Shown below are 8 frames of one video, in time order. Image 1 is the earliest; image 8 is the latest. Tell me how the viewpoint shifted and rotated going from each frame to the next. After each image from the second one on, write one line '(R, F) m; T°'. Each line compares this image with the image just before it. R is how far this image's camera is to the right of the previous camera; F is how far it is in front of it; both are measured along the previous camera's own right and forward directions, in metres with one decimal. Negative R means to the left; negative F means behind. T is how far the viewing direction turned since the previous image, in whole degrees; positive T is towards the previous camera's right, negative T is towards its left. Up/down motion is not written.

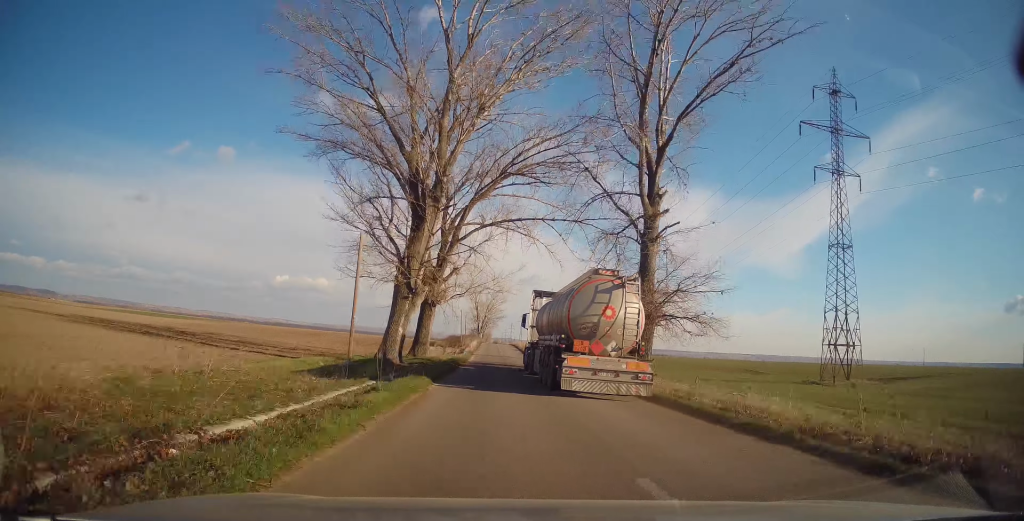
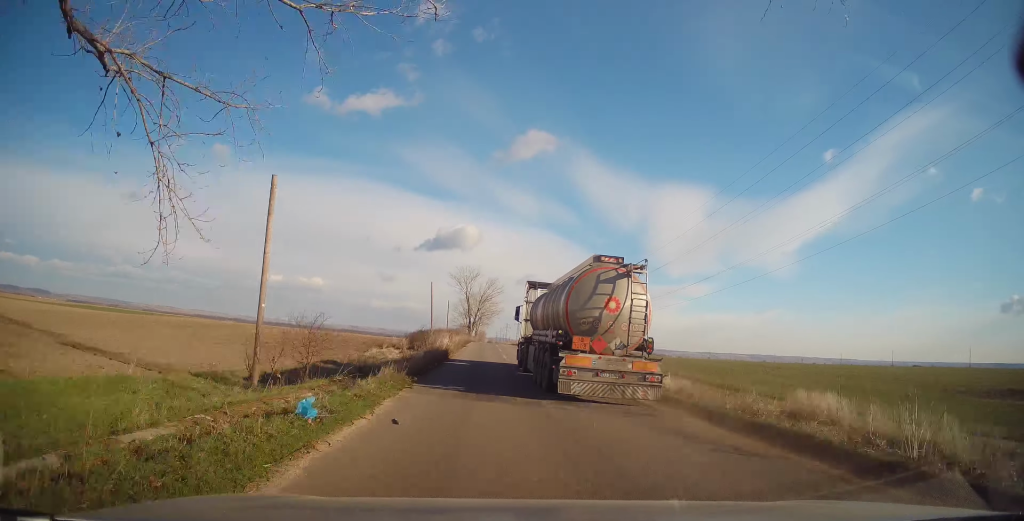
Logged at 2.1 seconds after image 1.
(+0.5, +40.9) m; 0°
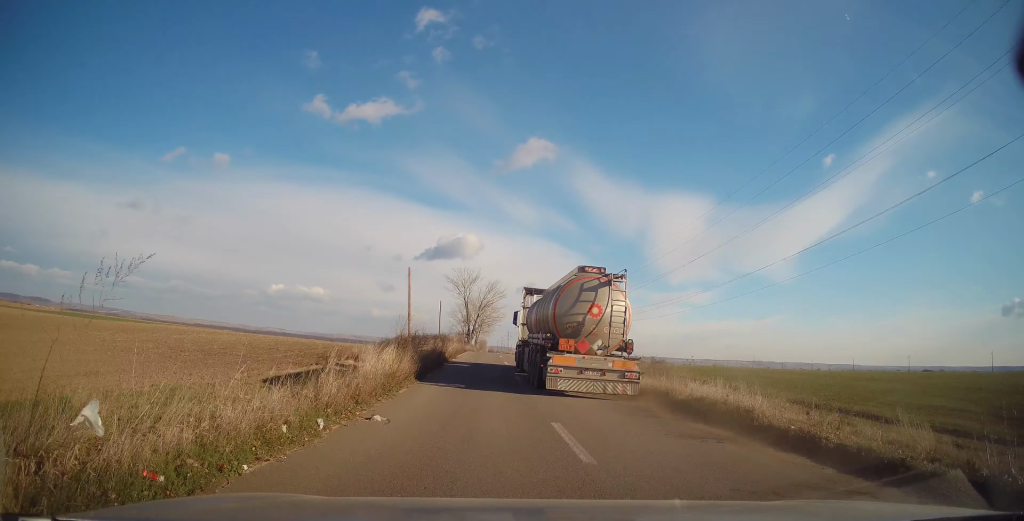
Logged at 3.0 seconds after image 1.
(0.0, +15.4) m; 0°
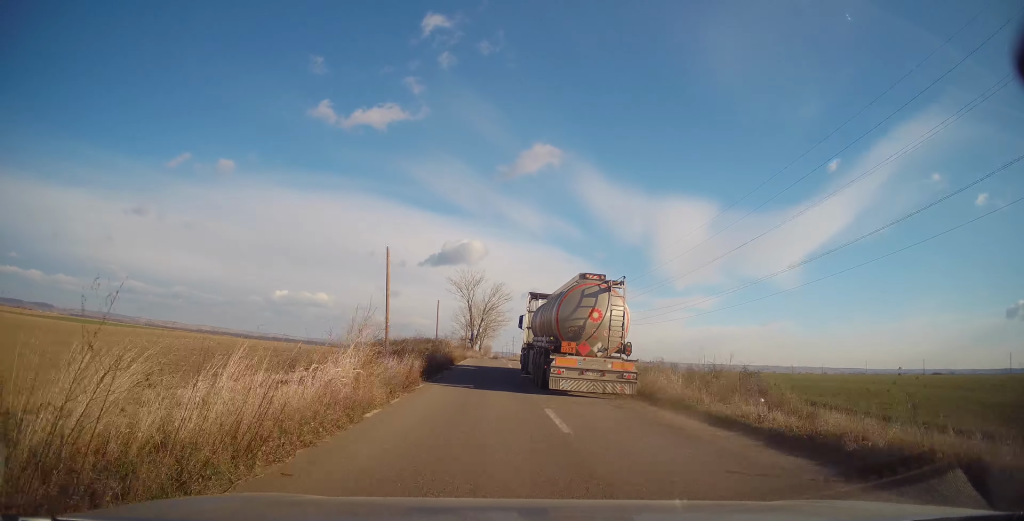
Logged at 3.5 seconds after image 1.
(0.0, +10.1) m; 0°
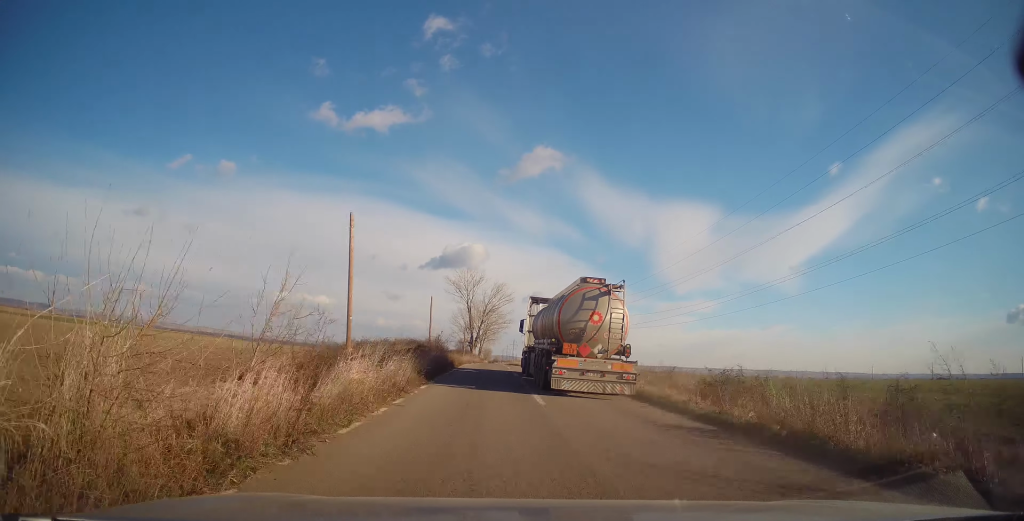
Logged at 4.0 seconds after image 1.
(0.0, +8.2) m; 0°
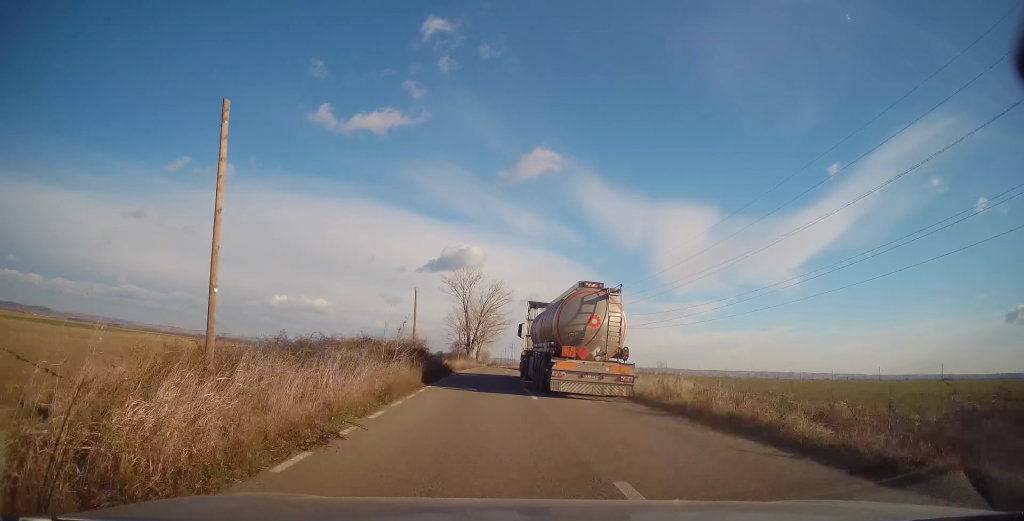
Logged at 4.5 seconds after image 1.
(0.0, +9.7) m; 0°
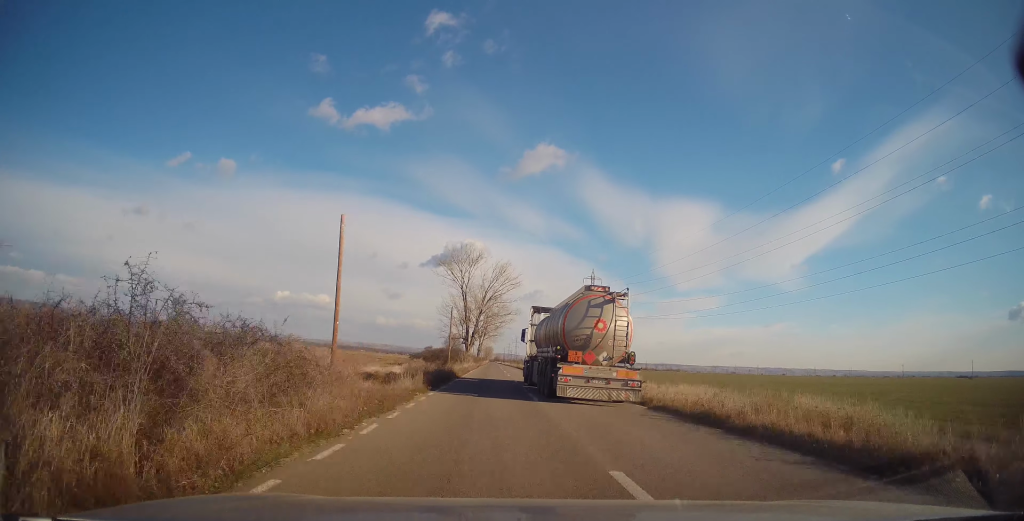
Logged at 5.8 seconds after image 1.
(-0.1, +23.3) m; -1°
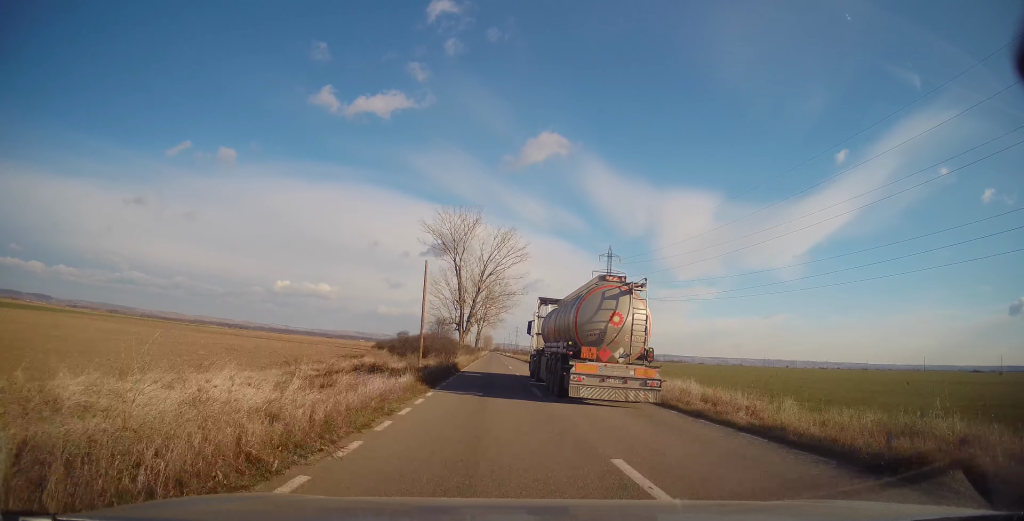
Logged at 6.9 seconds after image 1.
(-0.3, +22.8) m; 0°
